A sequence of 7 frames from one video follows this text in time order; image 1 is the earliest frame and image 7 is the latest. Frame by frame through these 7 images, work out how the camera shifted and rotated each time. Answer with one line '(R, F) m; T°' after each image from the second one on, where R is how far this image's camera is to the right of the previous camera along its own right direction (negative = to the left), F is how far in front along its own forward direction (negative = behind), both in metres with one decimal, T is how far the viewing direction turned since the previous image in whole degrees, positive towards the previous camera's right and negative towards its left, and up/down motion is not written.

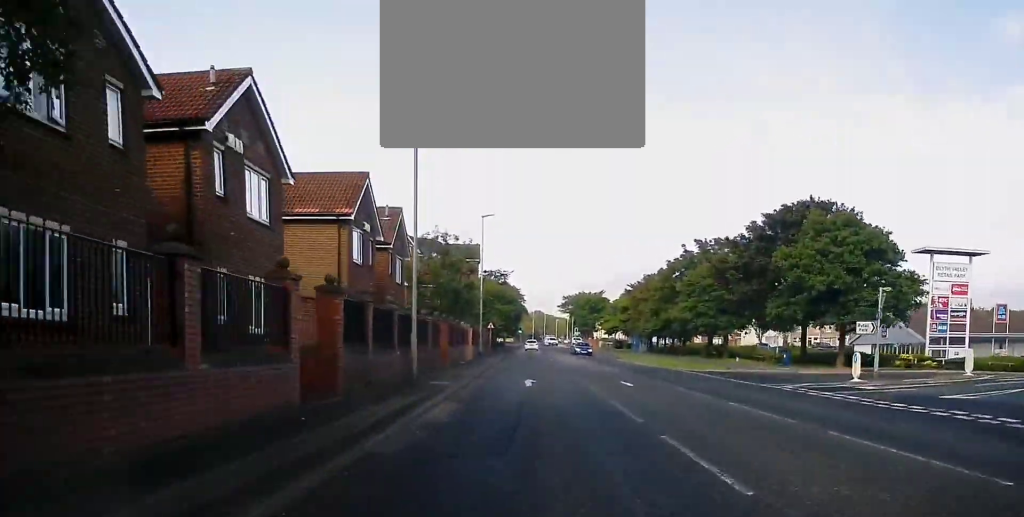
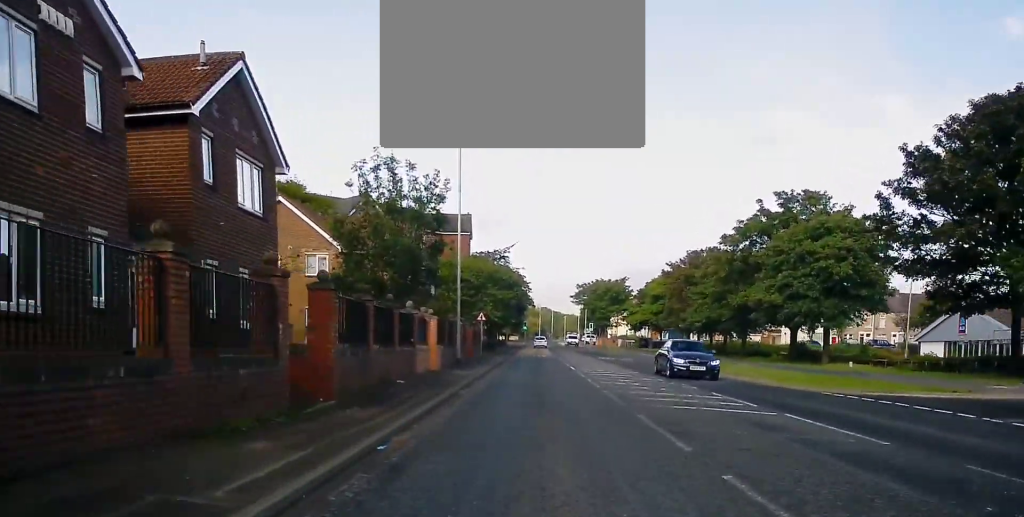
(+0.6, +21.3) m; 0°
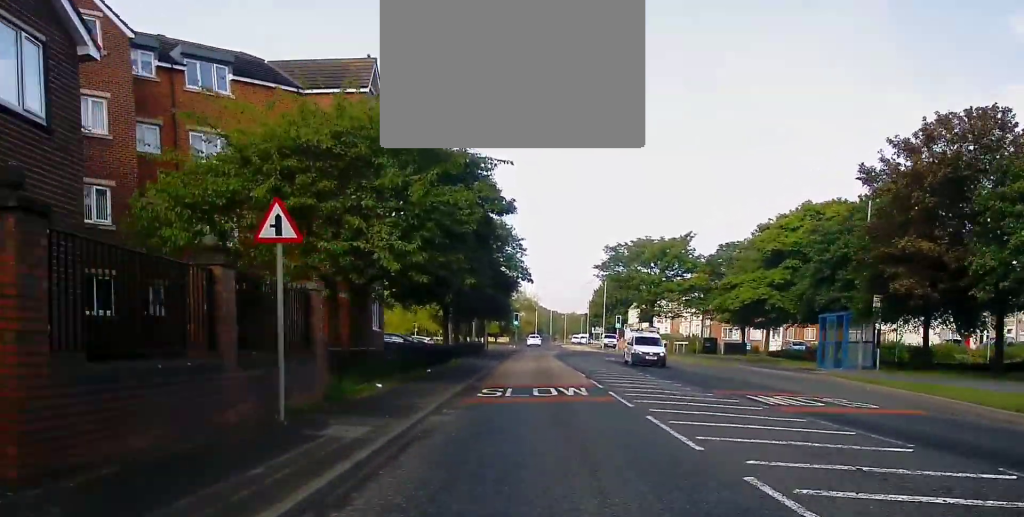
(-1.3, +41.9) m; +1°
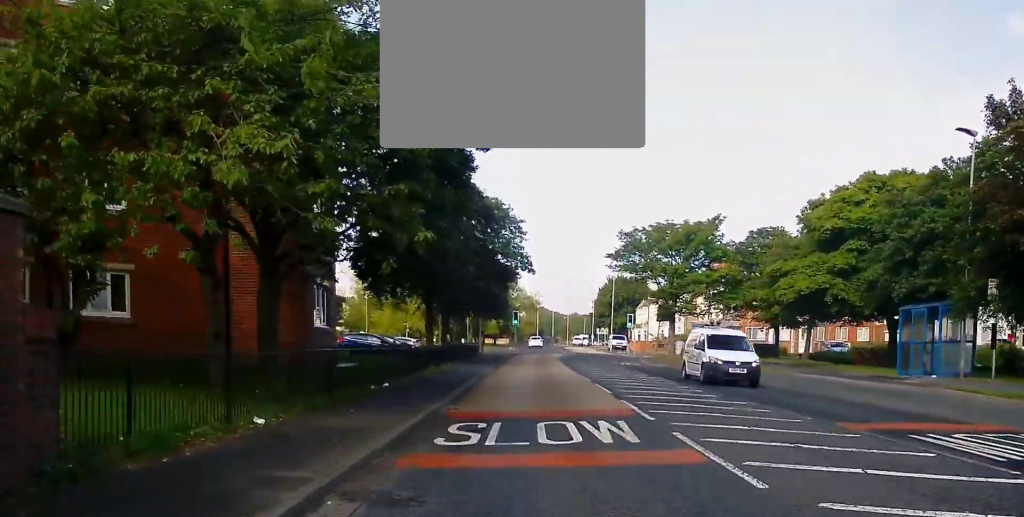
(+0.4, +8.6) m; 0°
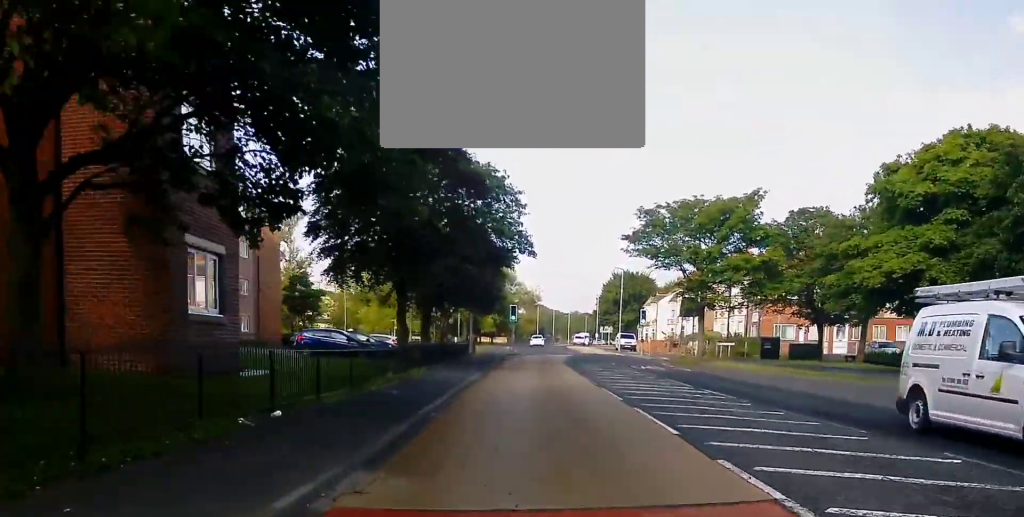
(0.0, +8.5) m; -1°
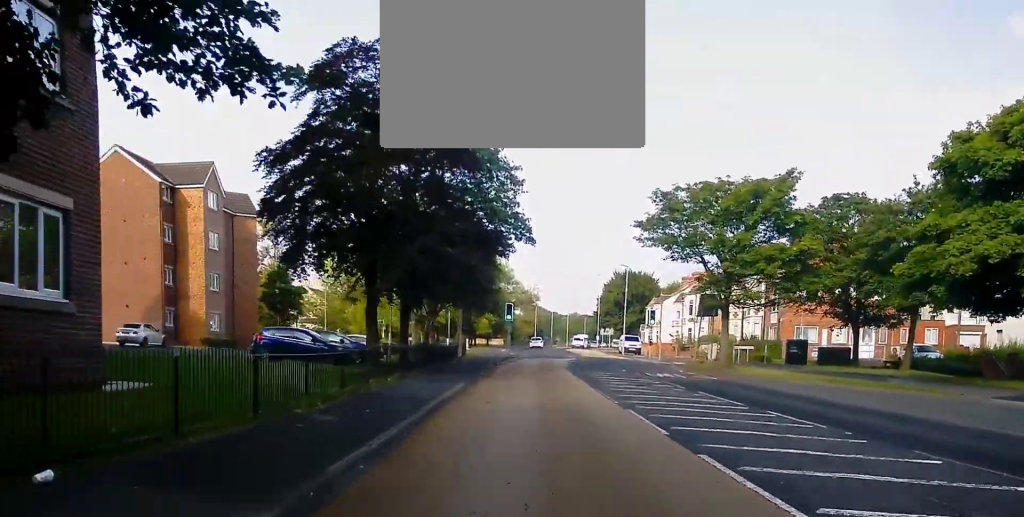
(-0.2, +5.6) m; -1°
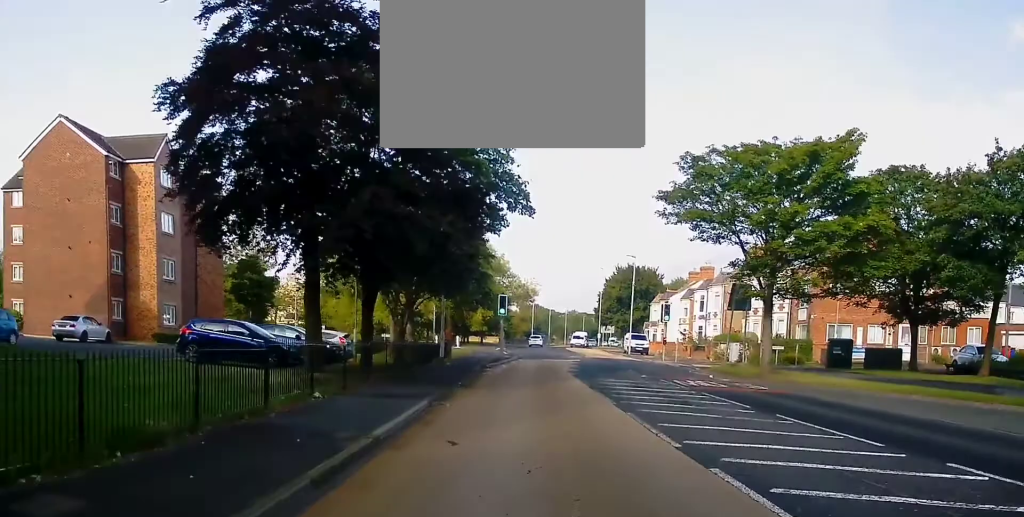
(-0.1, +6.9) m; +1°
